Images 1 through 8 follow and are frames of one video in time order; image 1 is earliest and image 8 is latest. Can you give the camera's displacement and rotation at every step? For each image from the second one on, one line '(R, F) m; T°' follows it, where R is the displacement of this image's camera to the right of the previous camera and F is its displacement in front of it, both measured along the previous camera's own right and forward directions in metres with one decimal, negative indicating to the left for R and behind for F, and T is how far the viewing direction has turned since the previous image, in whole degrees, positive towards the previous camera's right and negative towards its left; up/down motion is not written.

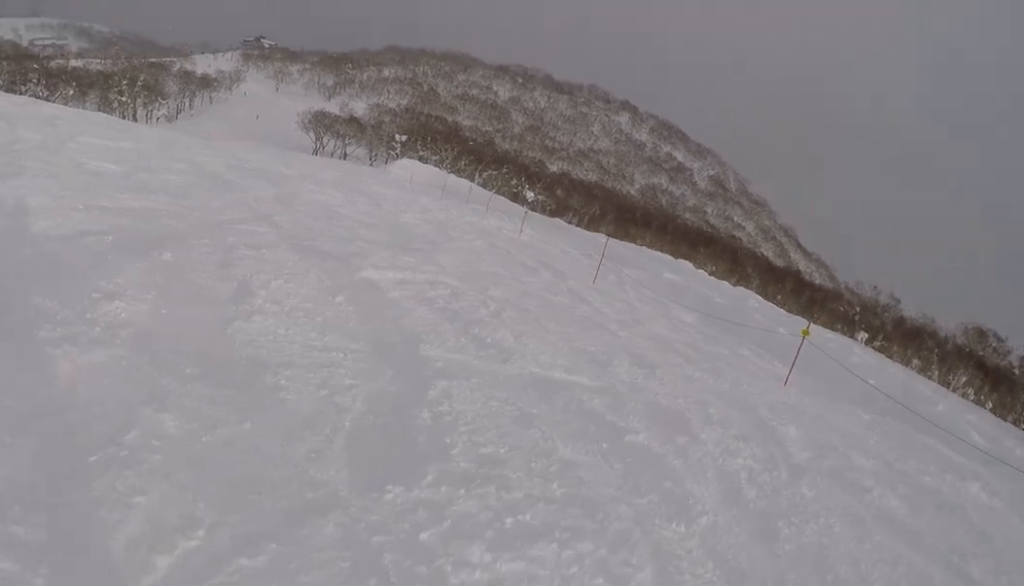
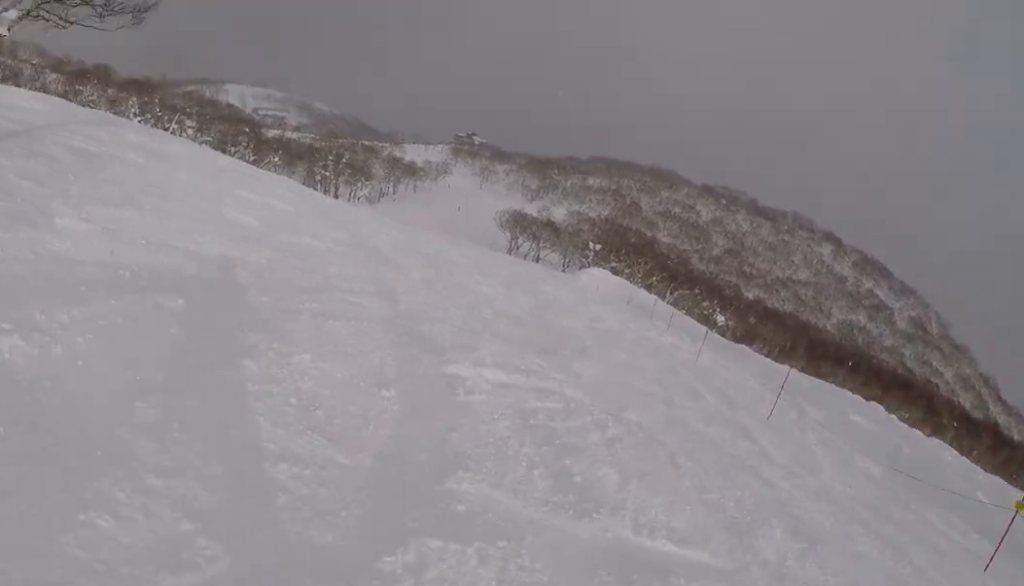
(+0.6, +2.6) m; -11°
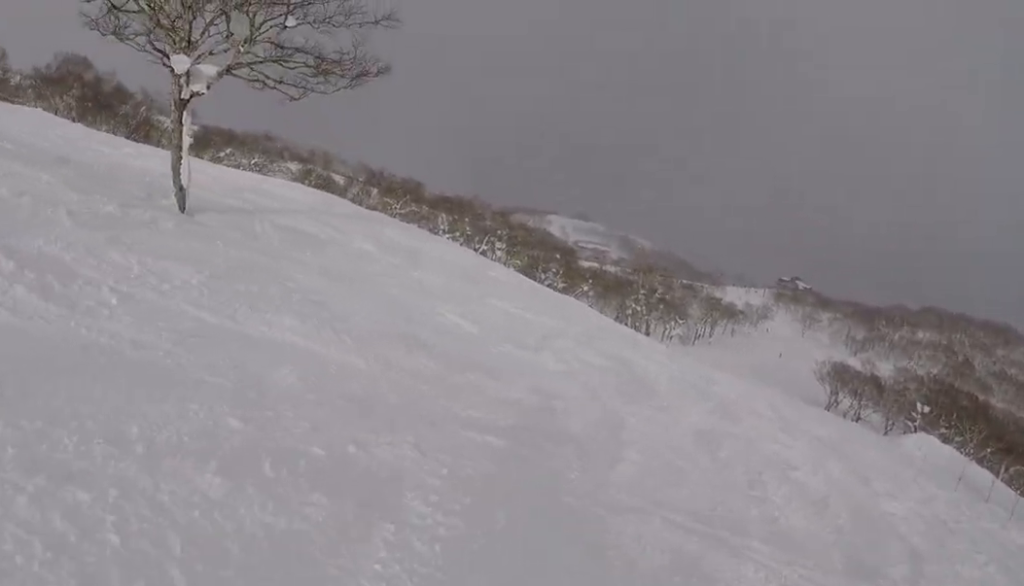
(-2.0, +3.9) m; -45°
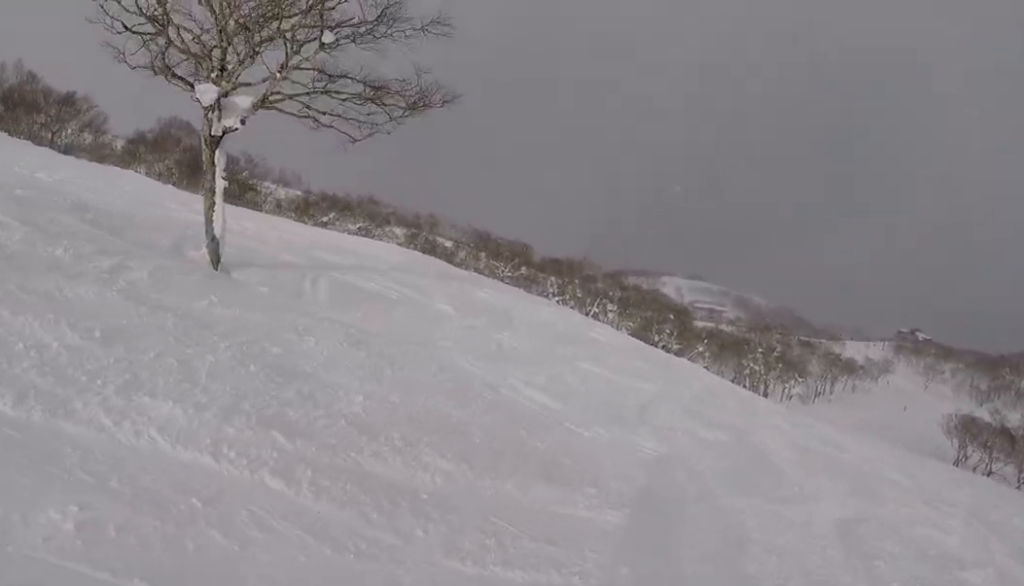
(-0.6, +2.5) m; -20°
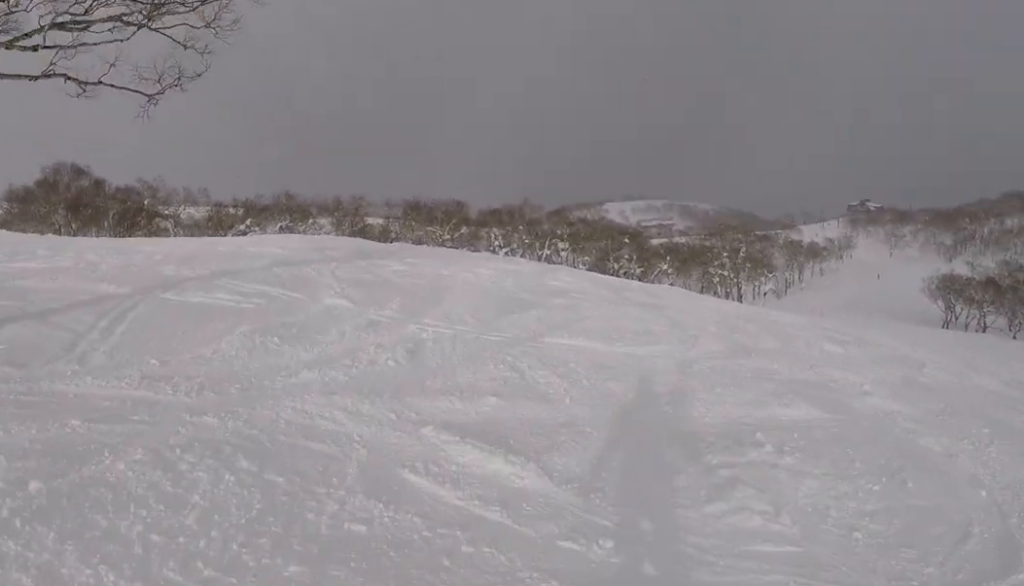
(-1.7, +5.7) m; -18°
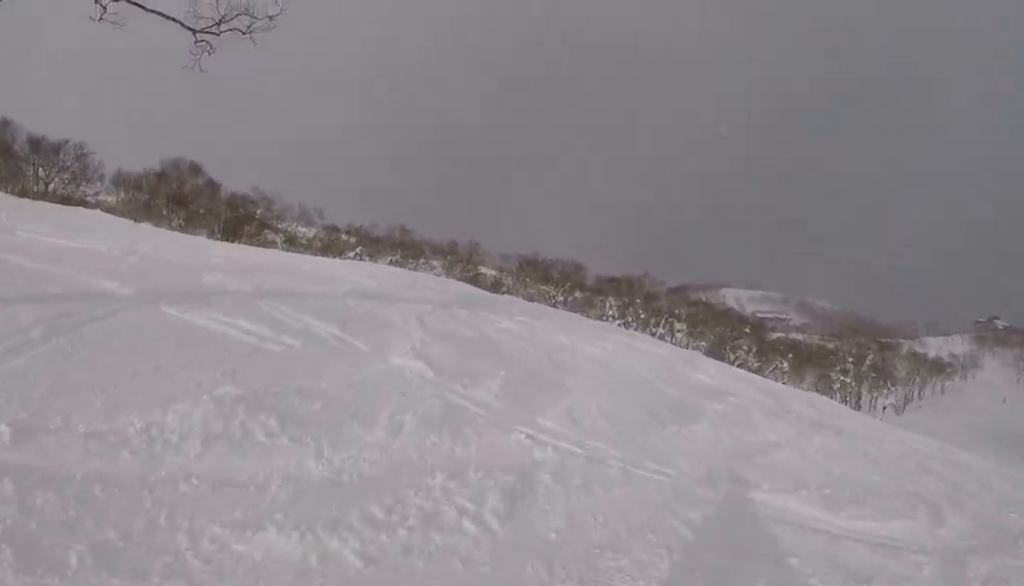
(+0.1, +4.1) m; -4°
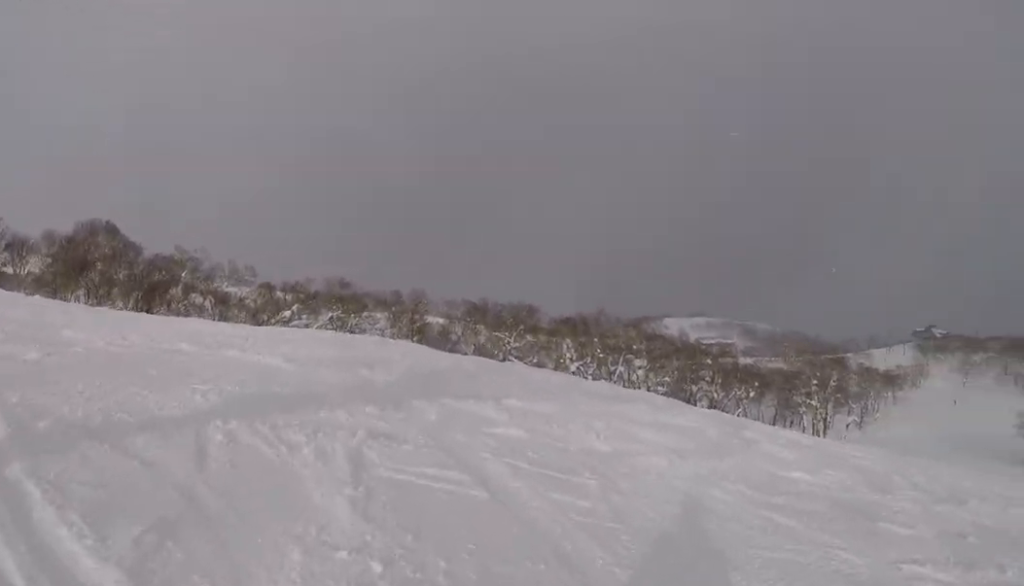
(-0.5, +6.0) m; -3°
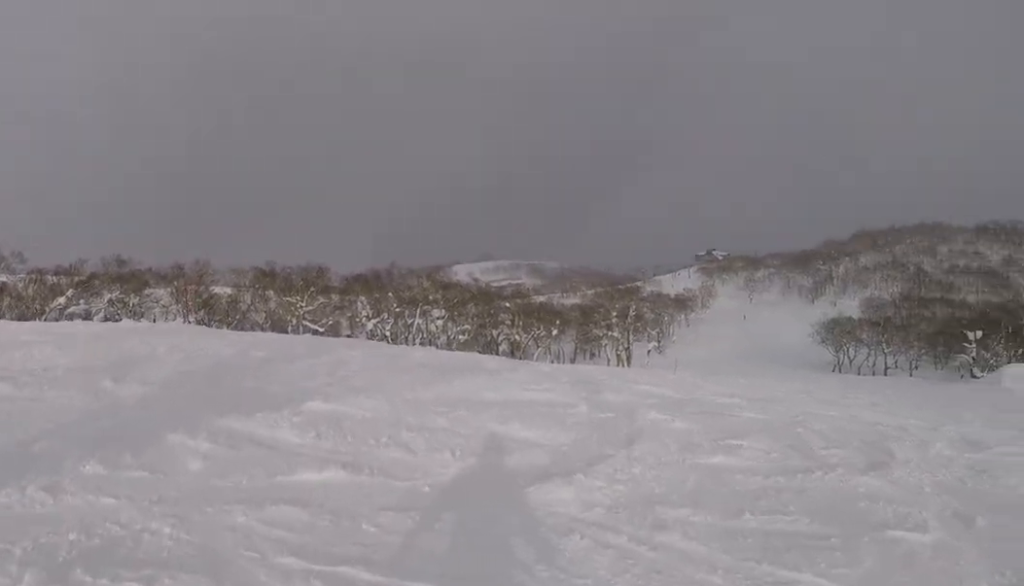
(0.0, +3.6) m; +6°
